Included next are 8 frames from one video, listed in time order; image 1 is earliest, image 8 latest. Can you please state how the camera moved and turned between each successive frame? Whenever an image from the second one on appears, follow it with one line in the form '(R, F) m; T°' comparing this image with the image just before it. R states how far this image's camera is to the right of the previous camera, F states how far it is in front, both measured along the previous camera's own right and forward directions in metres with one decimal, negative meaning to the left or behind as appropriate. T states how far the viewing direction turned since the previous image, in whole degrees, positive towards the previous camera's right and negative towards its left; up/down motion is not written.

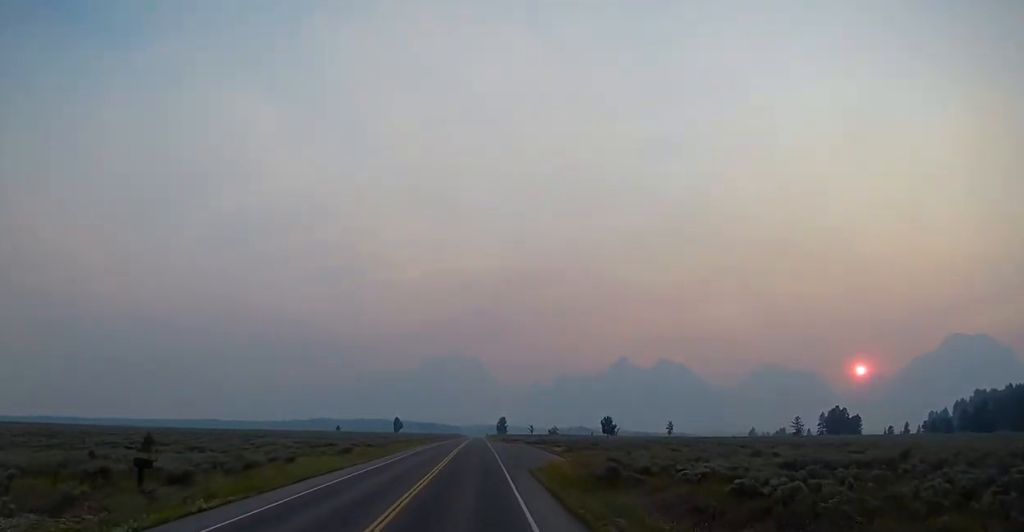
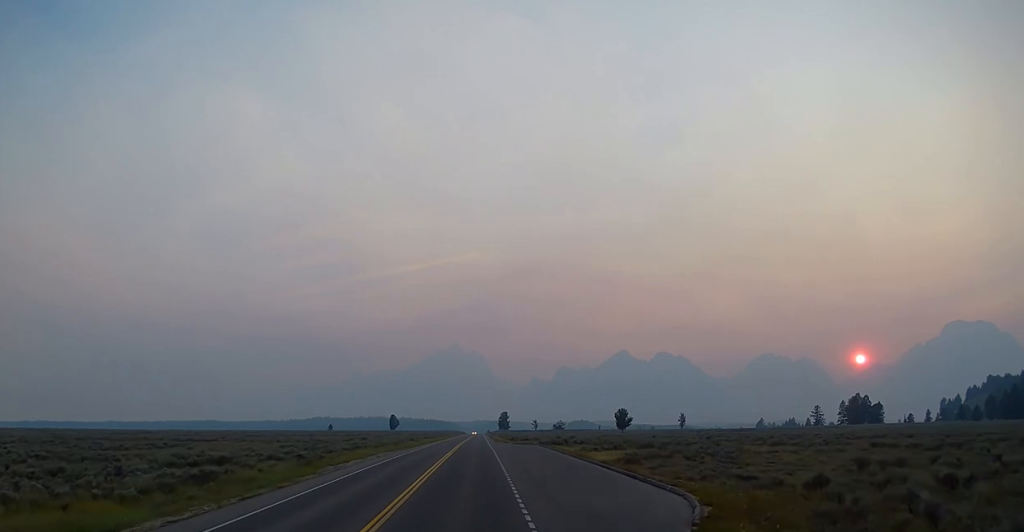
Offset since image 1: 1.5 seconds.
(0.0, +28.6) m; +1°
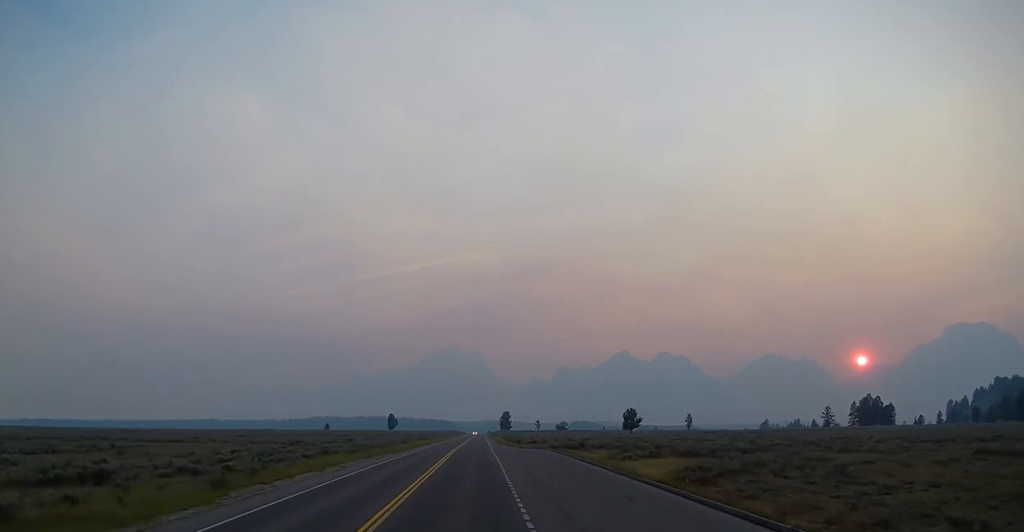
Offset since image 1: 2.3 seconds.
(+0.2, +12.7) m; 0°
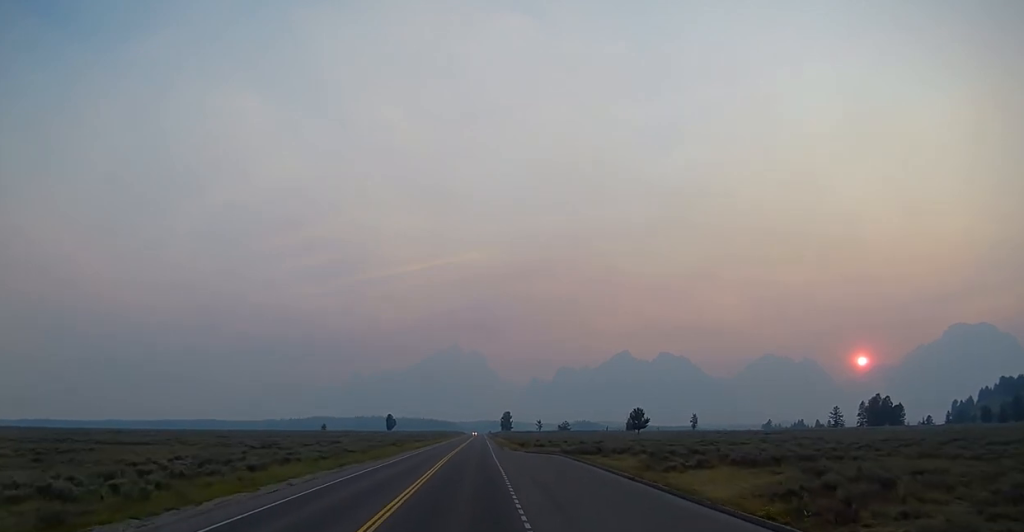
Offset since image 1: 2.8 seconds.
(+0.3, +10.4) m; 0°
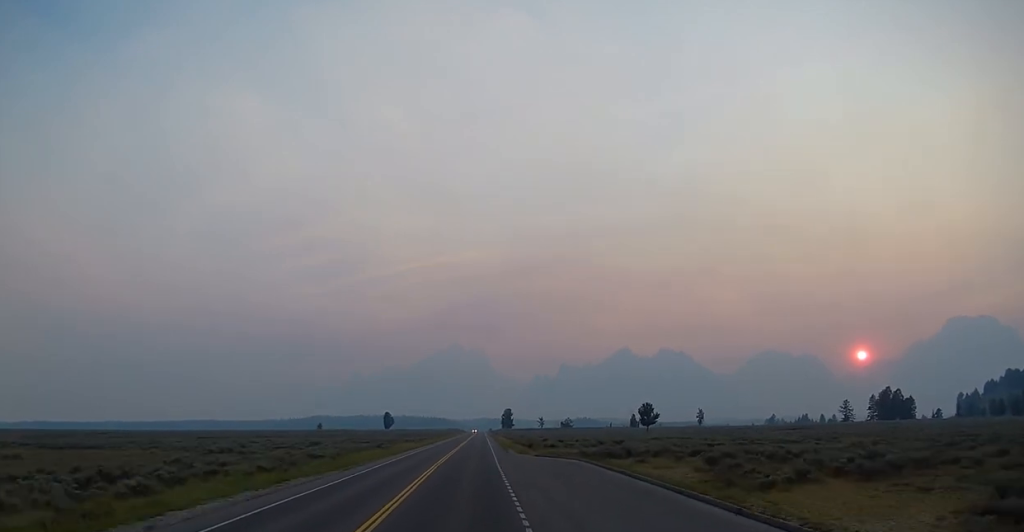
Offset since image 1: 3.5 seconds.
(-0.2, +12.0) m; 0°
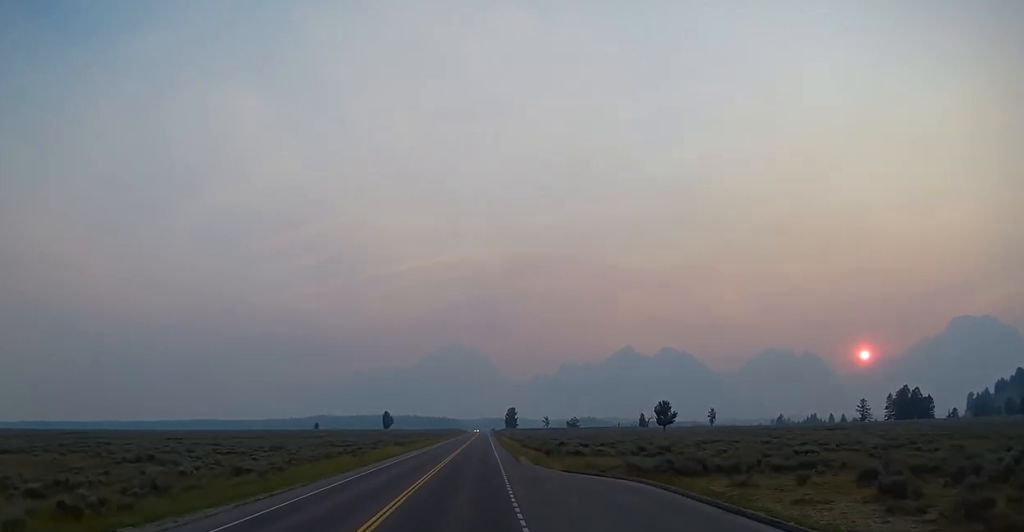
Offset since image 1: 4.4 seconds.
(-0.3, +16.9) m; 0°
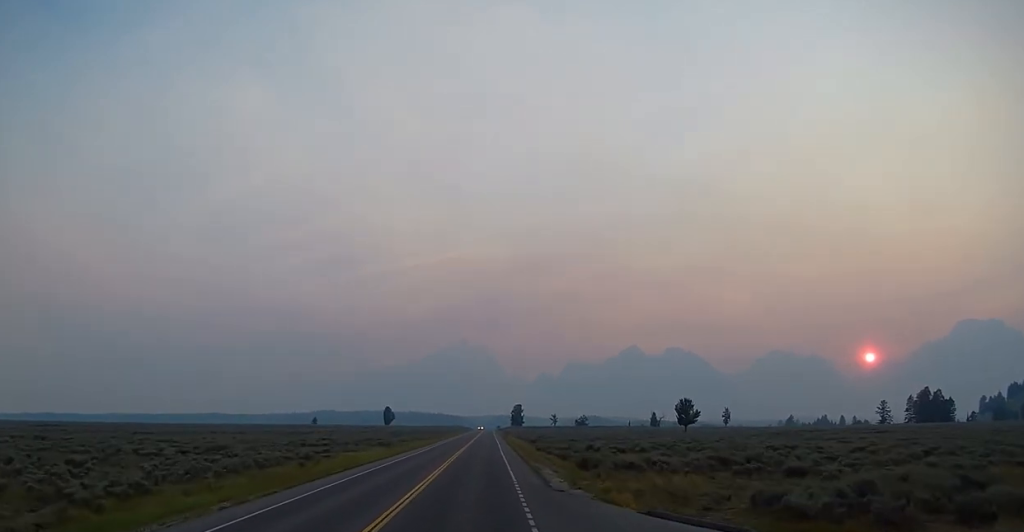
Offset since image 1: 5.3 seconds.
(+0.2, +18.0) m; 0°
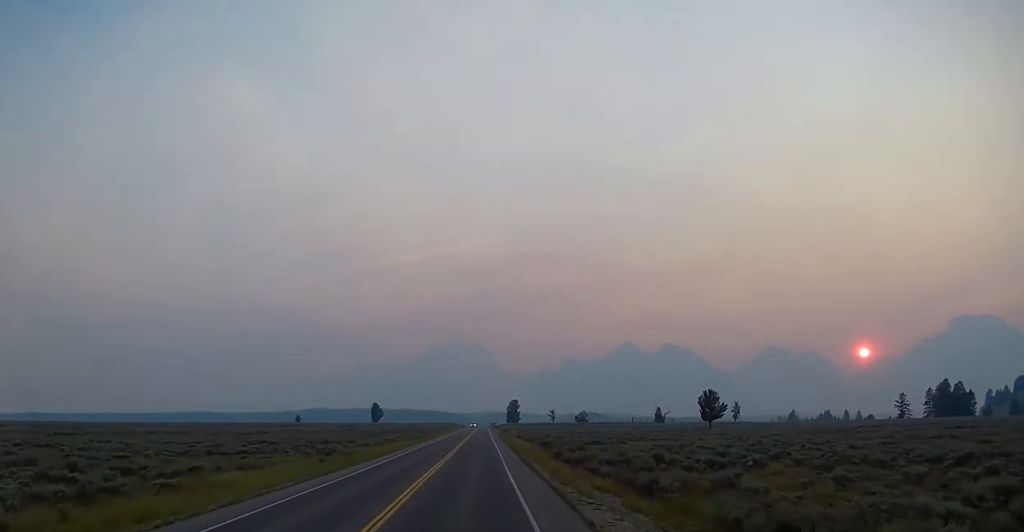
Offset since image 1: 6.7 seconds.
(0.0, +24.6) m; 0°
